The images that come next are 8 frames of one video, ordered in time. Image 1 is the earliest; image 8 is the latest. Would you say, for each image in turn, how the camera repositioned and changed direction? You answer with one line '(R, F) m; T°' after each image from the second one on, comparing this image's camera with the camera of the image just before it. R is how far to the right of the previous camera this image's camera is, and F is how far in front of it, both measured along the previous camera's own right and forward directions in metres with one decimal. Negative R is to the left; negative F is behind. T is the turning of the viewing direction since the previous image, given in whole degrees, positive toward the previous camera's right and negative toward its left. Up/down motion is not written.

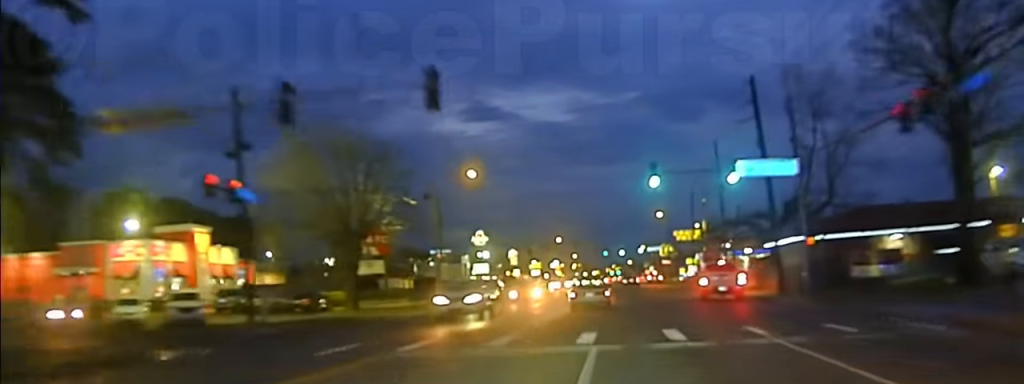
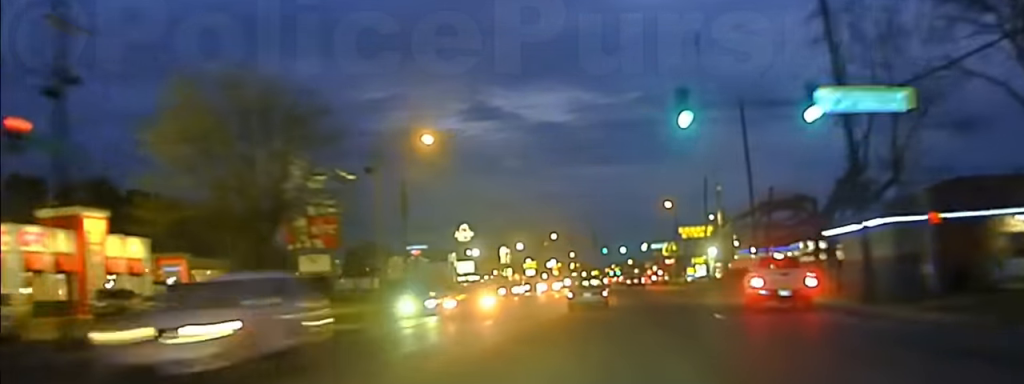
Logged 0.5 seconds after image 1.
(0.0, +15.6) m; 0°
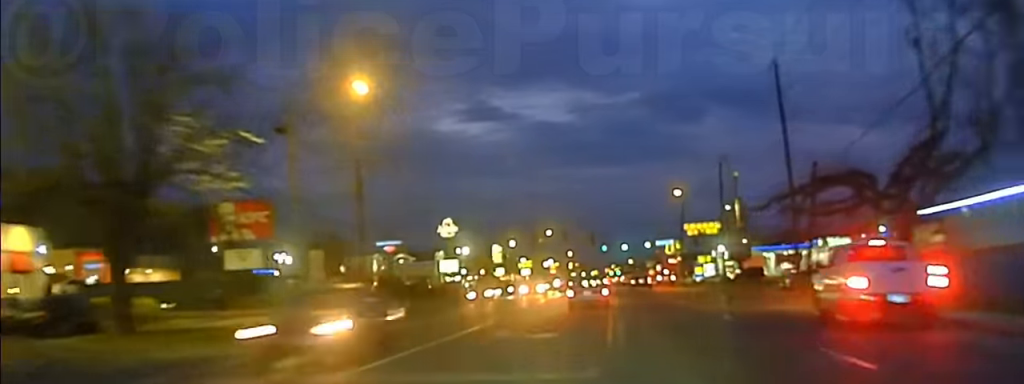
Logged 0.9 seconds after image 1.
(0.0, +14.5) m; 0°
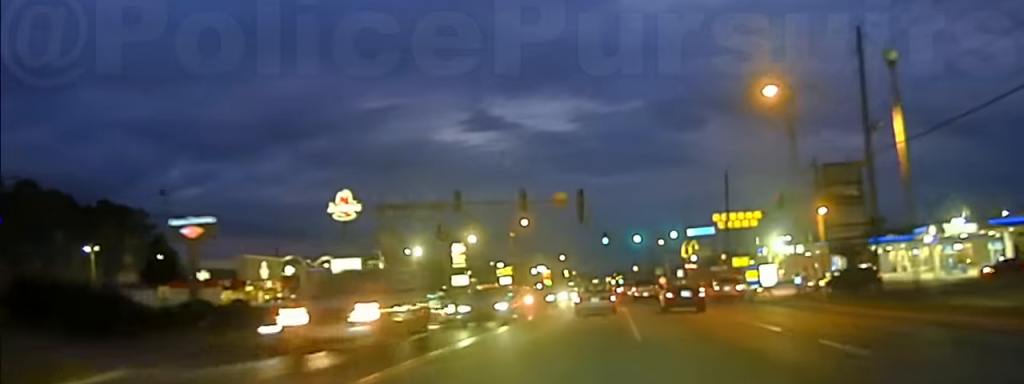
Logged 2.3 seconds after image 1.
(-0.2, +45.0) m; 0°
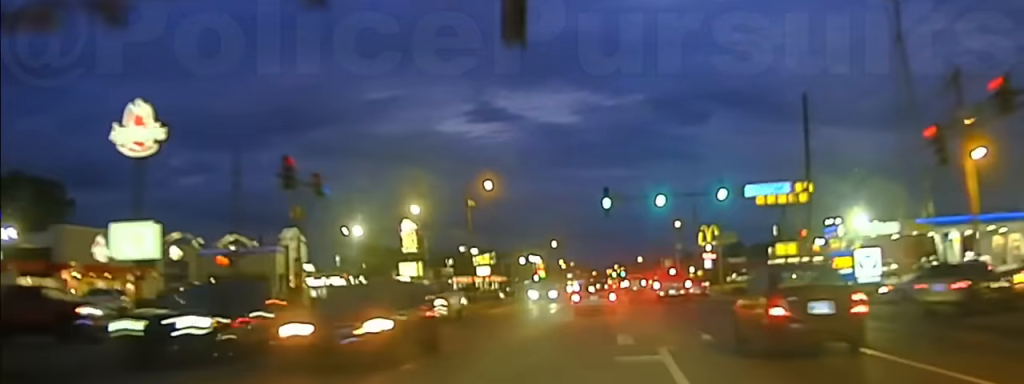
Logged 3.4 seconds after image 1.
(0.0, +32.3) m; 0°
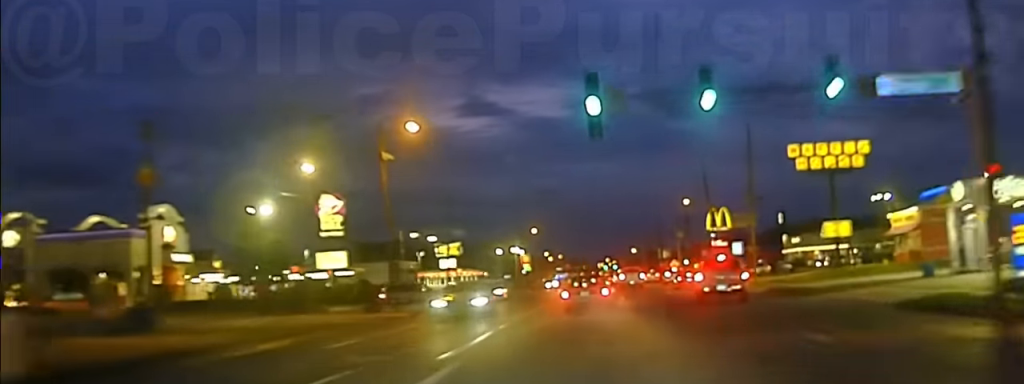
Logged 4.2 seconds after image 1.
(+0.1, +24.5) m; +1°
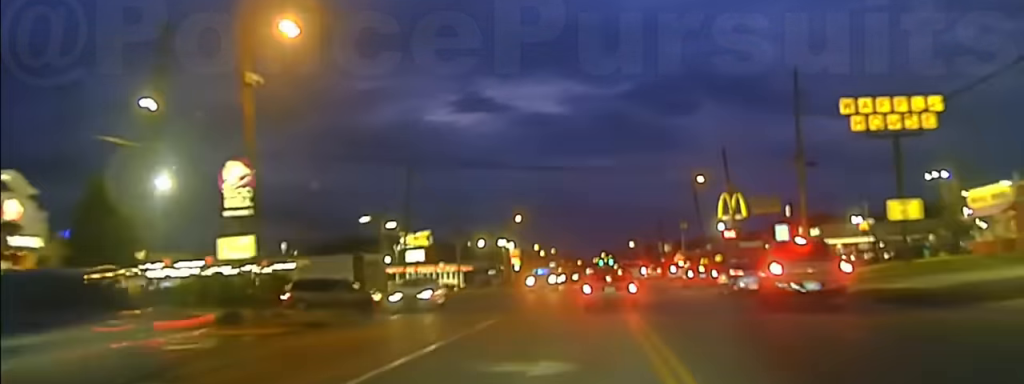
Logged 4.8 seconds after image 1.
(+0.1, +16.3) m; +1°
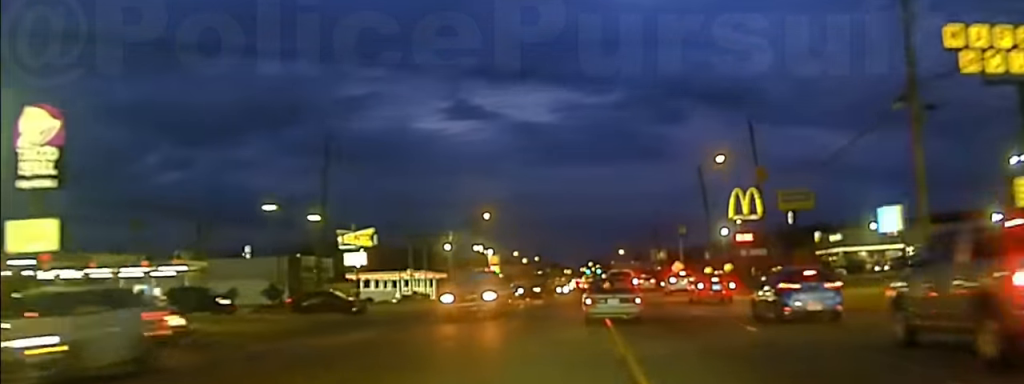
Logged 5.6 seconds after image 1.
(+0.2, +20.7) m; 0°
